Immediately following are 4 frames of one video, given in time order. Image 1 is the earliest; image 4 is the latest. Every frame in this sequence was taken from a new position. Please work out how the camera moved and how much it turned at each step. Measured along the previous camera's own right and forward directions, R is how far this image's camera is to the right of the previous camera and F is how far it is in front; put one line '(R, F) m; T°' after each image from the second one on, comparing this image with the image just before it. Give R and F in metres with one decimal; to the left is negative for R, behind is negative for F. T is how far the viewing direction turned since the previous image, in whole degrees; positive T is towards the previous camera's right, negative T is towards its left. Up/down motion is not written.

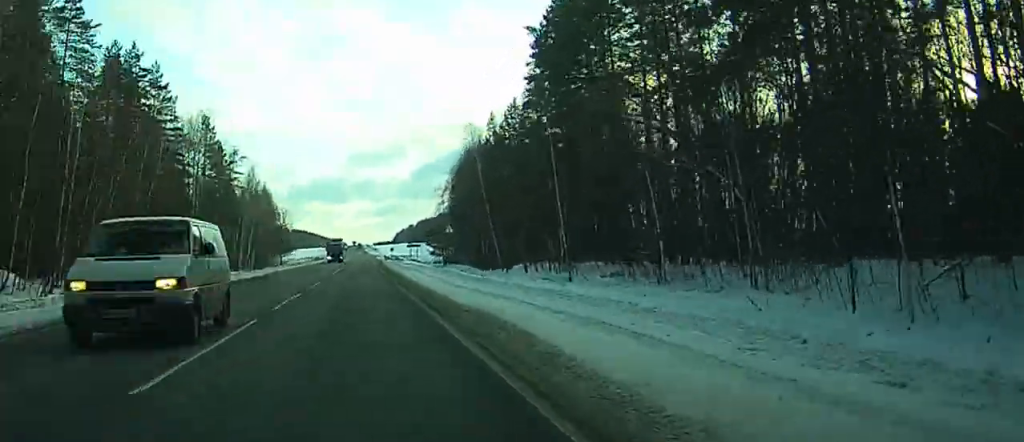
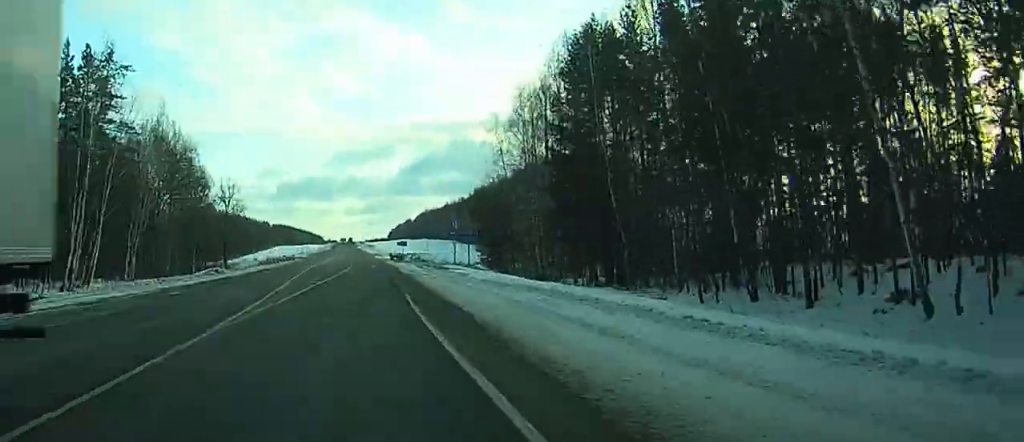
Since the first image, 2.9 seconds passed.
(-0.7, +78.1) m; +1°
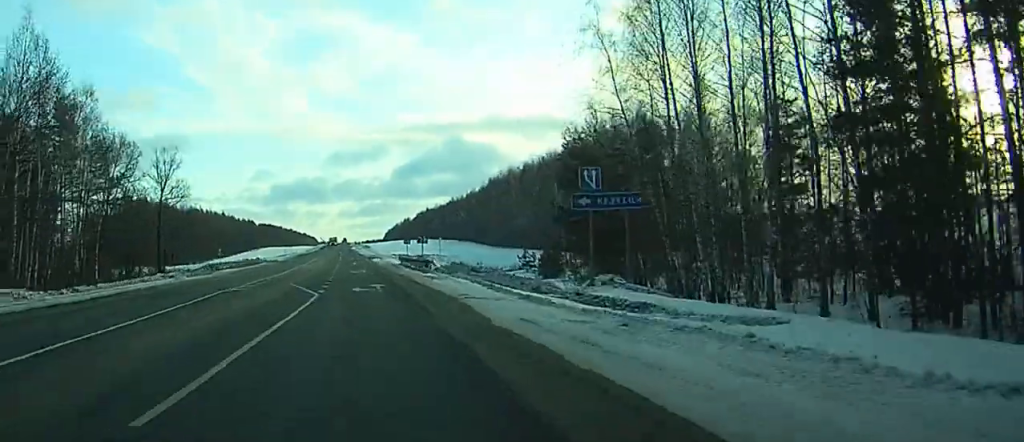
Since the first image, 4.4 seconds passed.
(+0.5, +47.2) m; +1°
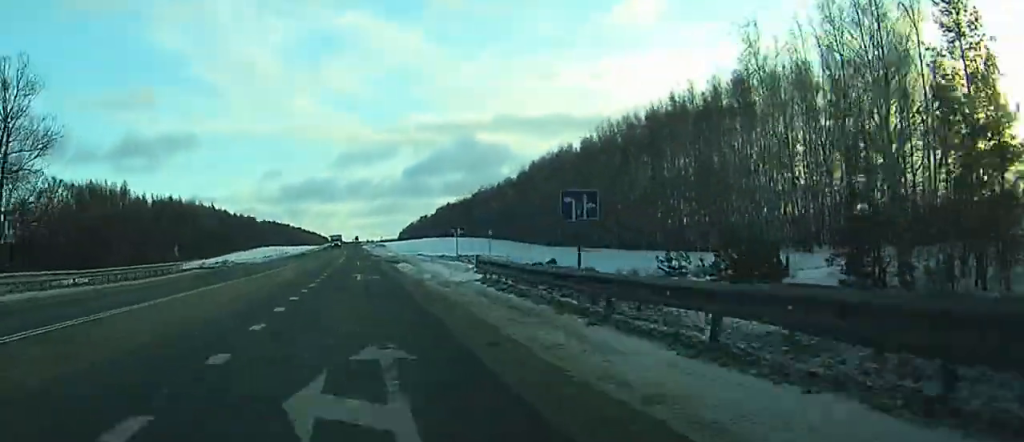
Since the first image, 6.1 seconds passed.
(+0.5, +58.4) m; +1°
